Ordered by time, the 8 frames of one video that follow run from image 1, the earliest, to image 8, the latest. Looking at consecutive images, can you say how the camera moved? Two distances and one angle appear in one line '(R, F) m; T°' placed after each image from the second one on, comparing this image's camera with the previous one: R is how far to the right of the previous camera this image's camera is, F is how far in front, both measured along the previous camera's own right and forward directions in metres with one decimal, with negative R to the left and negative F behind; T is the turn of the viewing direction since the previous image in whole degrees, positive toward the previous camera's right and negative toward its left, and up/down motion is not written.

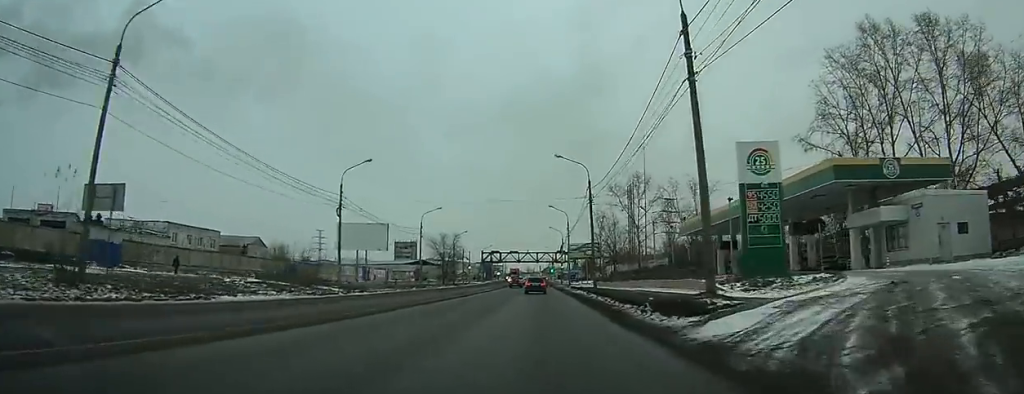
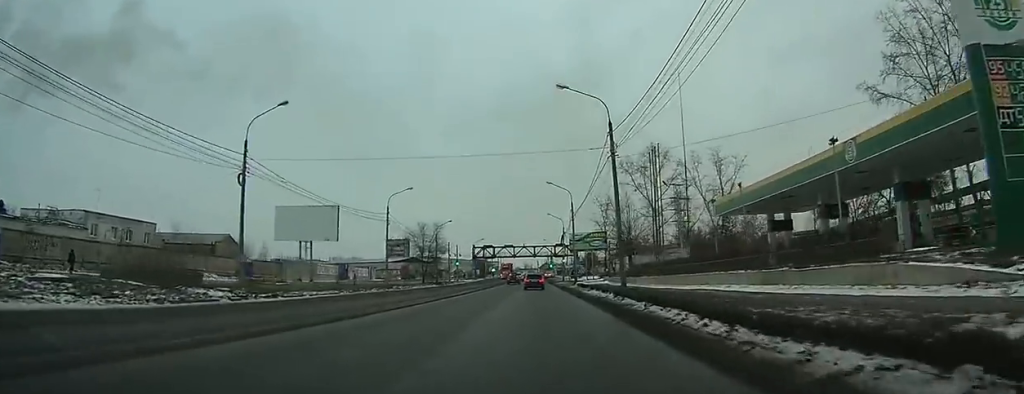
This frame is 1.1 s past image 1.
(+0.1, +16.6) m; 0°
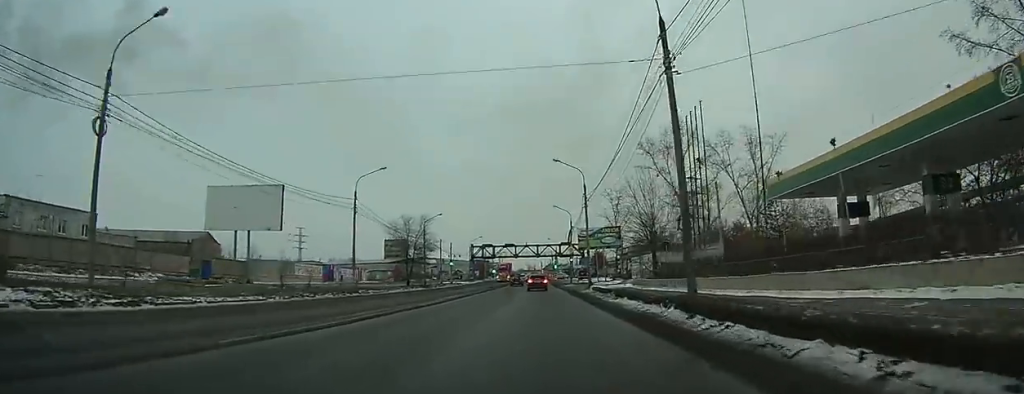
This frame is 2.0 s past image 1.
(0.0, +12.8) m; 0°
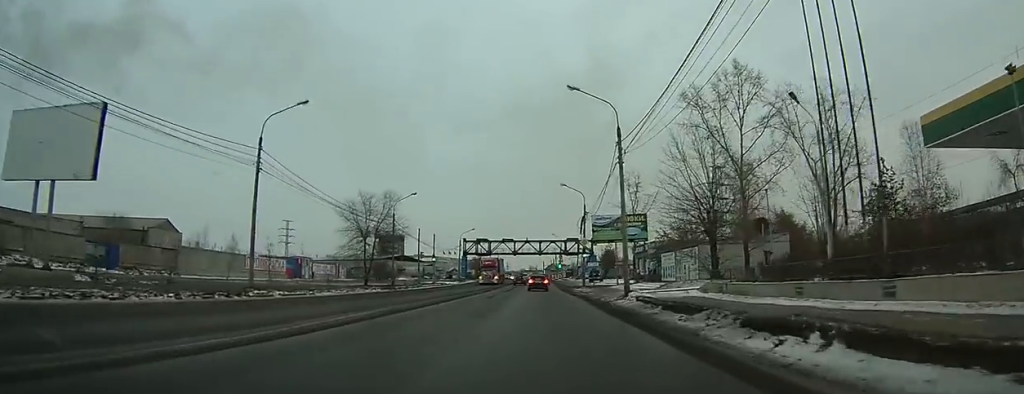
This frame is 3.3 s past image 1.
(+0.1, +19.2) m; +1°
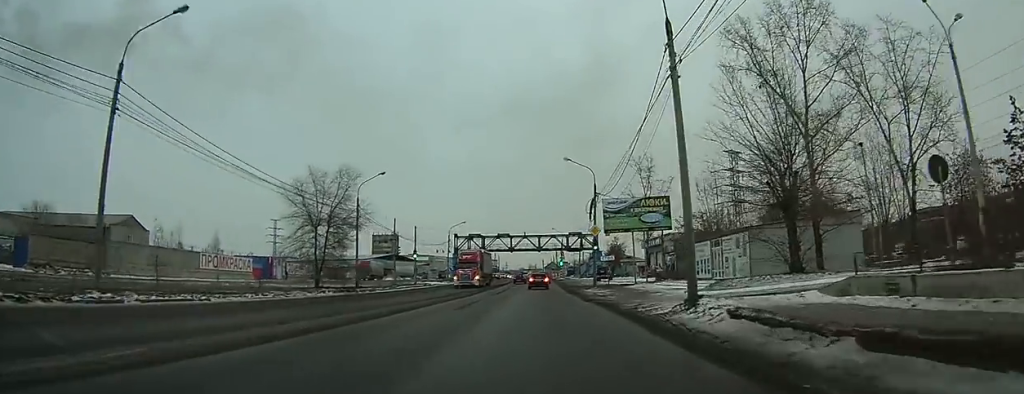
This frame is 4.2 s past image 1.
(+0.2, +12.6) m; +1°
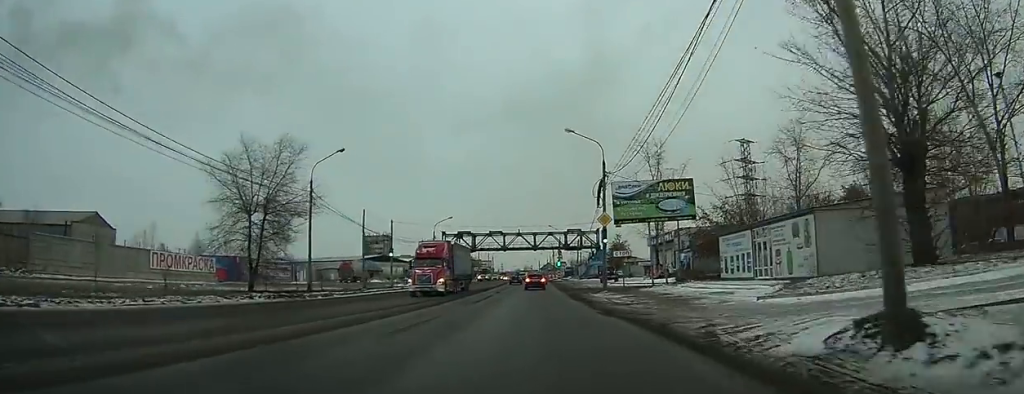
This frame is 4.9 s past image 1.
(0.0, +10.0) m; 0°
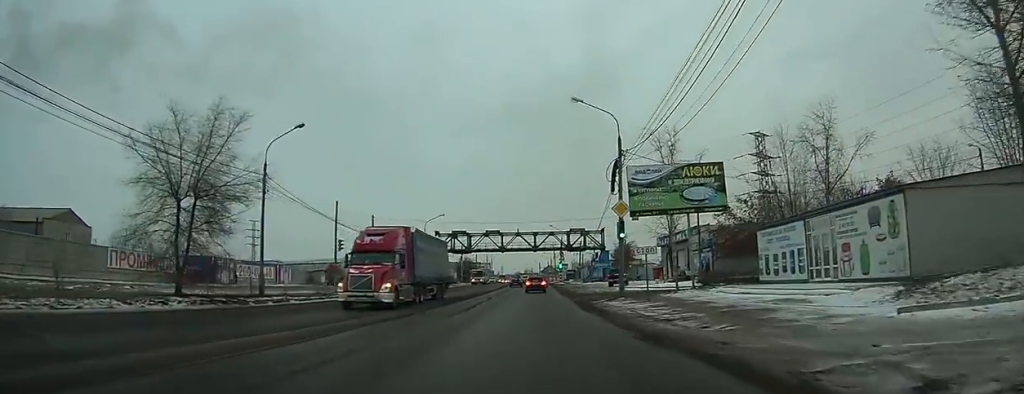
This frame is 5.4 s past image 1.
(0.0, +7.6) m; 0°
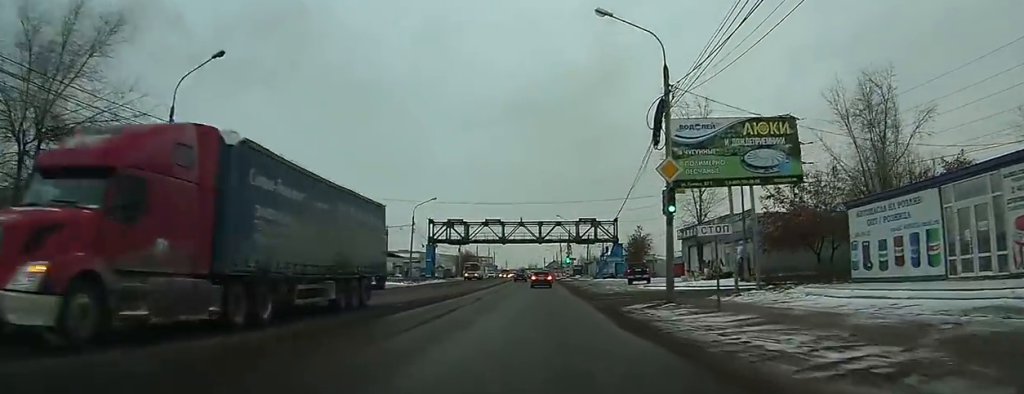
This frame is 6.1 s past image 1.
(+0.1, +10.2) m; 0°
